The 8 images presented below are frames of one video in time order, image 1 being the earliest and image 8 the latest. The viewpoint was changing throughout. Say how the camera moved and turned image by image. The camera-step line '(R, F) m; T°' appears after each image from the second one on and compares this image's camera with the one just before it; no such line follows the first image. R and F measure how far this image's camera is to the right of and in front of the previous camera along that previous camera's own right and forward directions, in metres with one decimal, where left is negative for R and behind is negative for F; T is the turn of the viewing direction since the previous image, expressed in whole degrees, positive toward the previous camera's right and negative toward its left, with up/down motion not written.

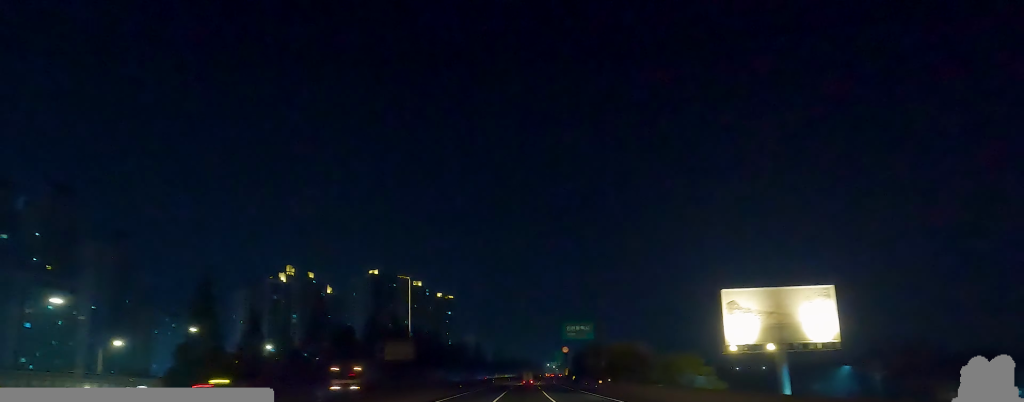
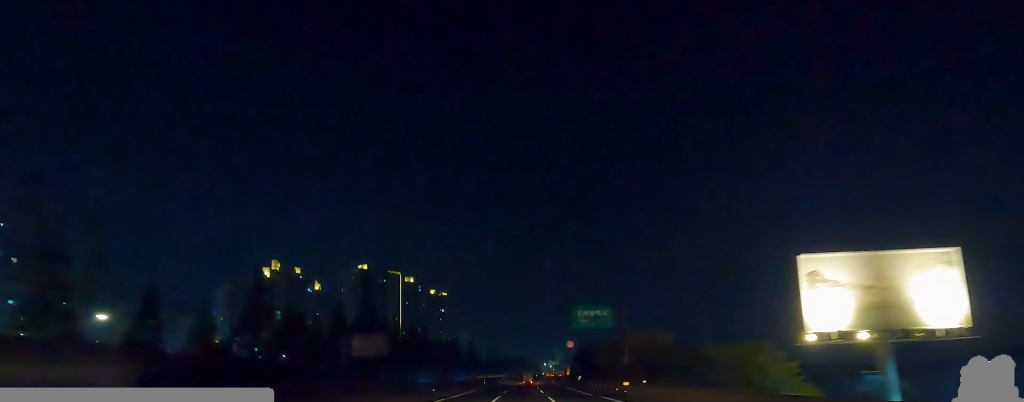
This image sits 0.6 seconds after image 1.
(+0.5, +16.3) m; 0°
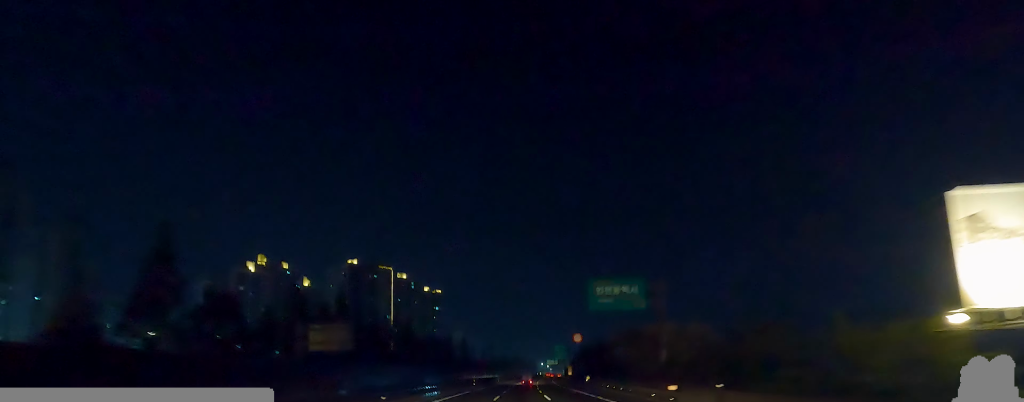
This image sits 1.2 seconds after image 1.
(+0.5, +14.6) m; 0°
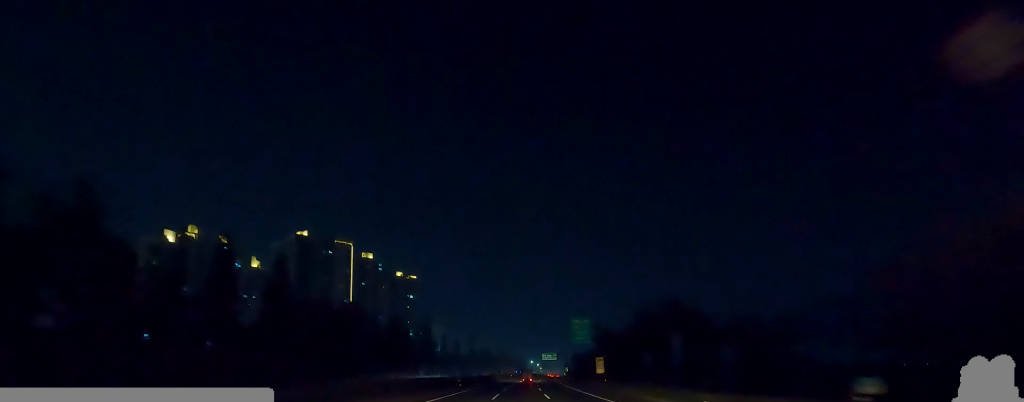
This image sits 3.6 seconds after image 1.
(-0.5, +62.1) m; 0°
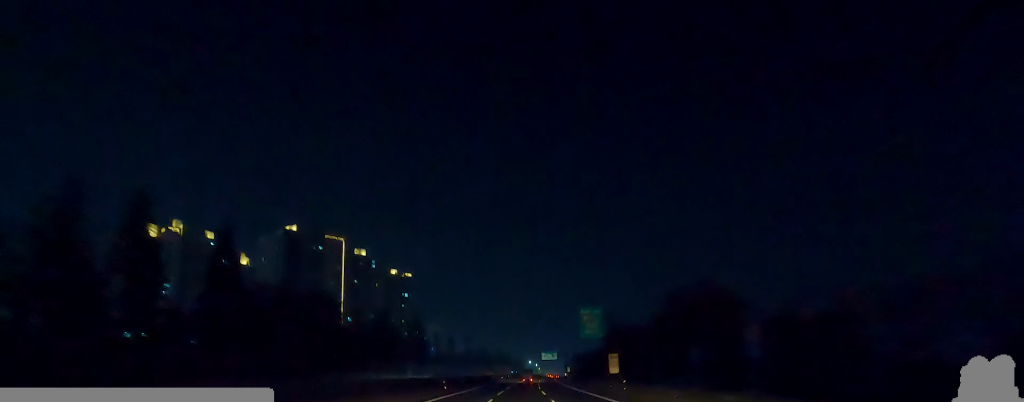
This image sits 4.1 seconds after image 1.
(-0.5, +11.0) m; 0°
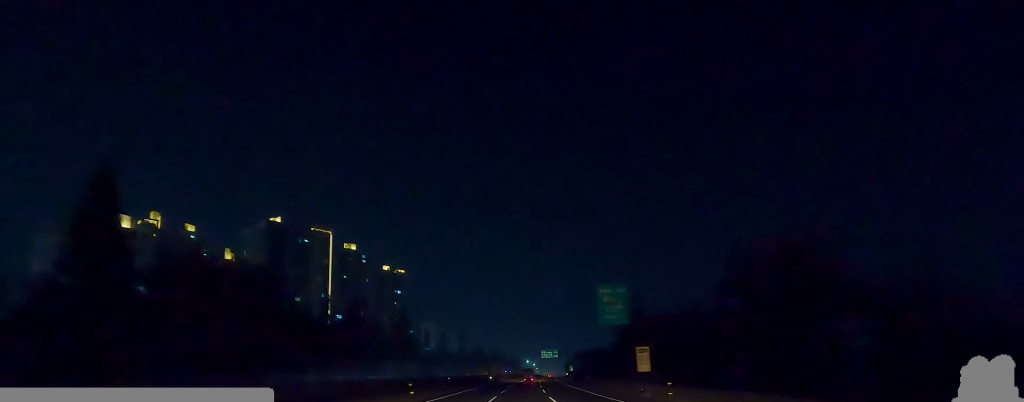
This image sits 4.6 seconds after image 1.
(+0.5, +14.4) m; +1°
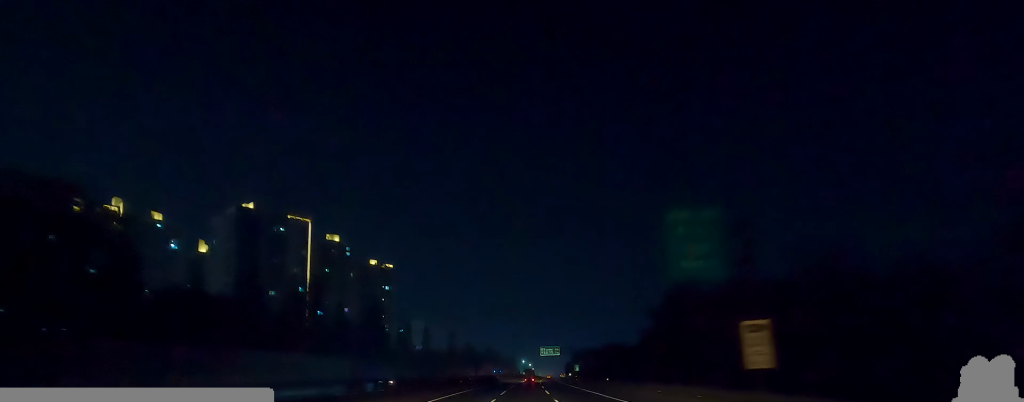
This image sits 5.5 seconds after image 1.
(+0.5, +21.2) m; 0°
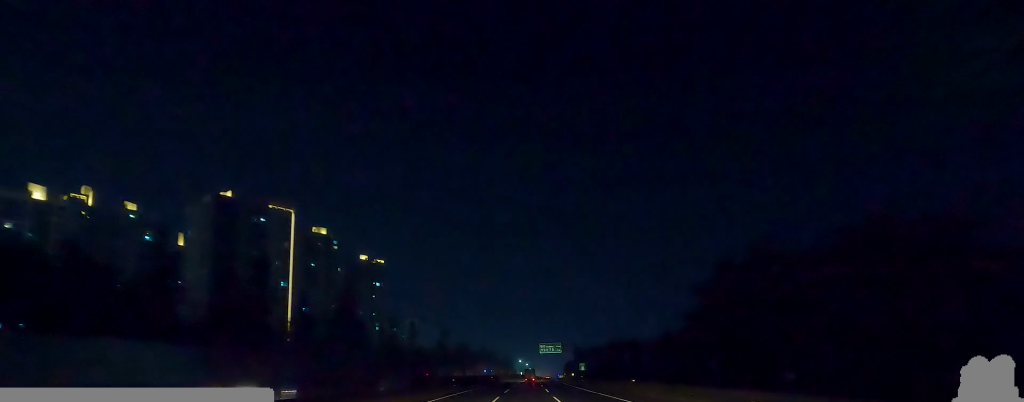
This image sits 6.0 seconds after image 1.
(+0.2, +14.4) m; -1°
